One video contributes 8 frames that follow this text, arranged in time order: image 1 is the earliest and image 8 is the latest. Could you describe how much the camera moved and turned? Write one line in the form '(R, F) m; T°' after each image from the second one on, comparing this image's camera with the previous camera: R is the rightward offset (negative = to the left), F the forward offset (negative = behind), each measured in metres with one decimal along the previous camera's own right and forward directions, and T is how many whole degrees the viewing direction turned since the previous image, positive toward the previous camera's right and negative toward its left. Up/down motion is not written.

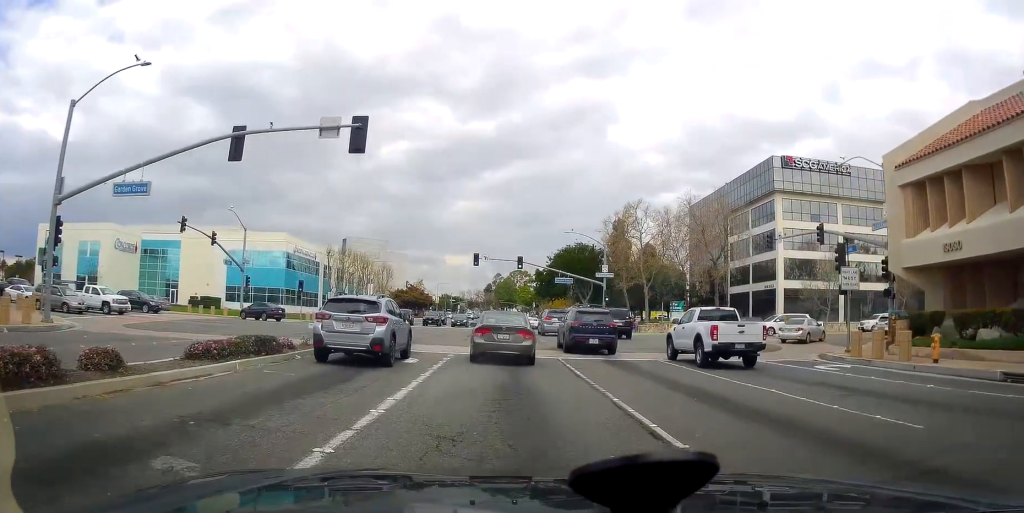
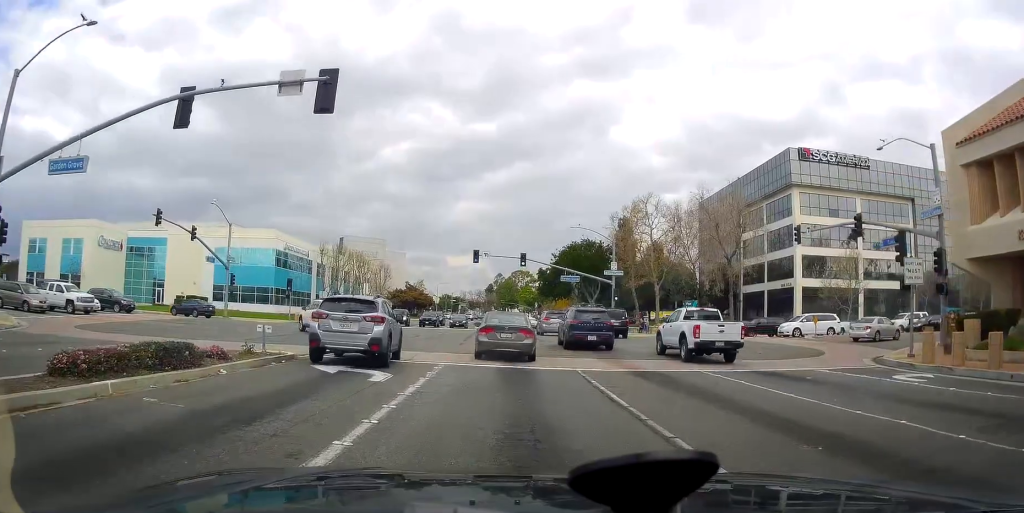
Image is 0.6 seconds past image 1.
(0.0, +3.7) m; 0°
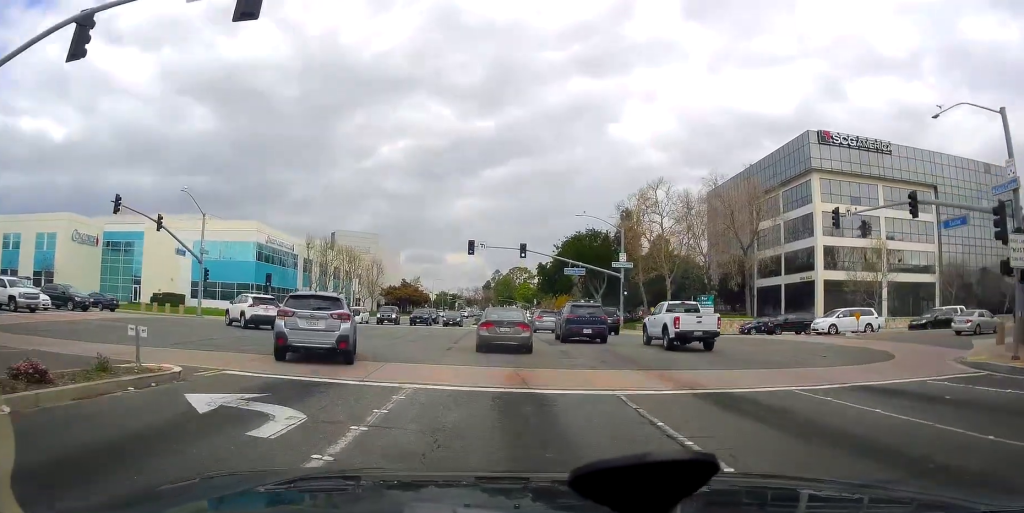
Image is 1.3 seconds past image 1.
(0.0, +4.9) m; +2°
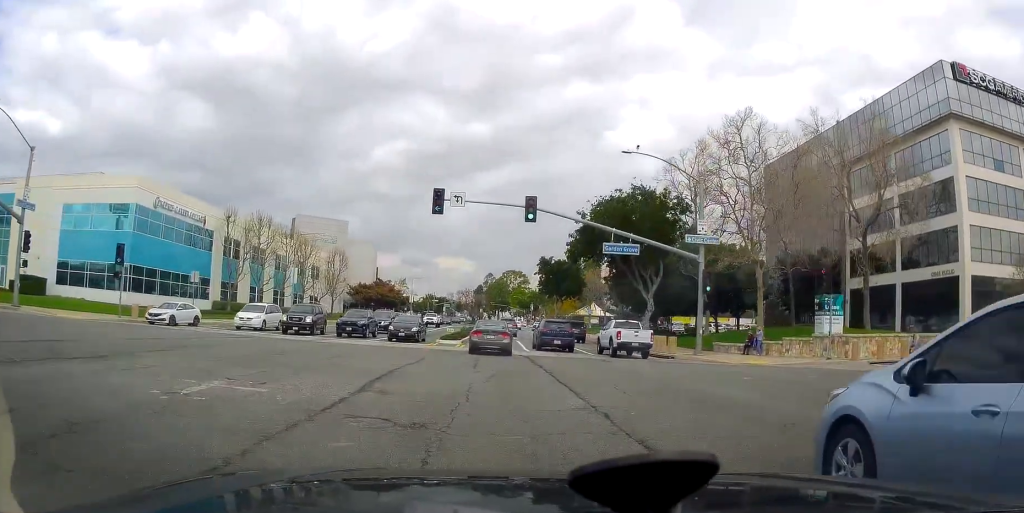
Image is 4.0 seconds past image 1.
(+0.8, +25.2) m; -2°
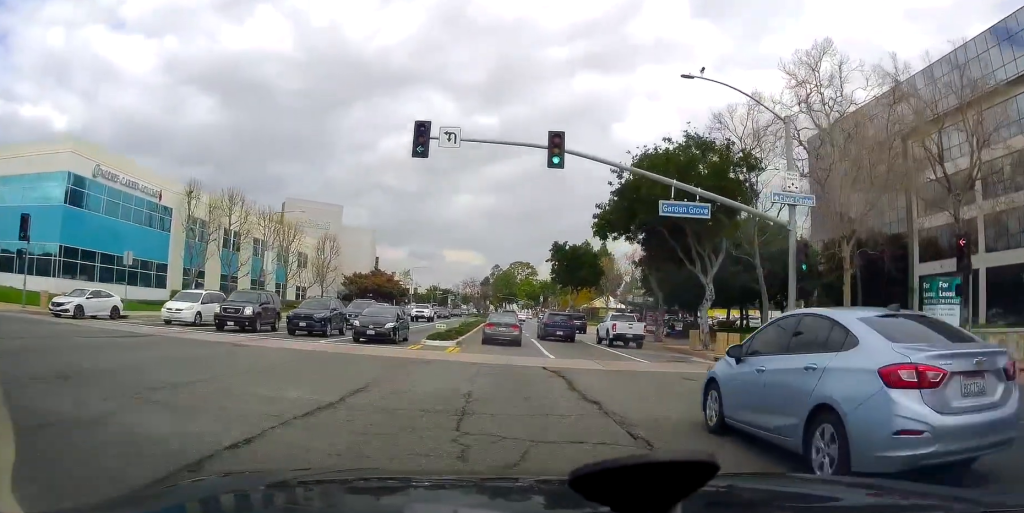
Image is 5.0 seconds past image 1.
(0.0, +10.5) m; 0°
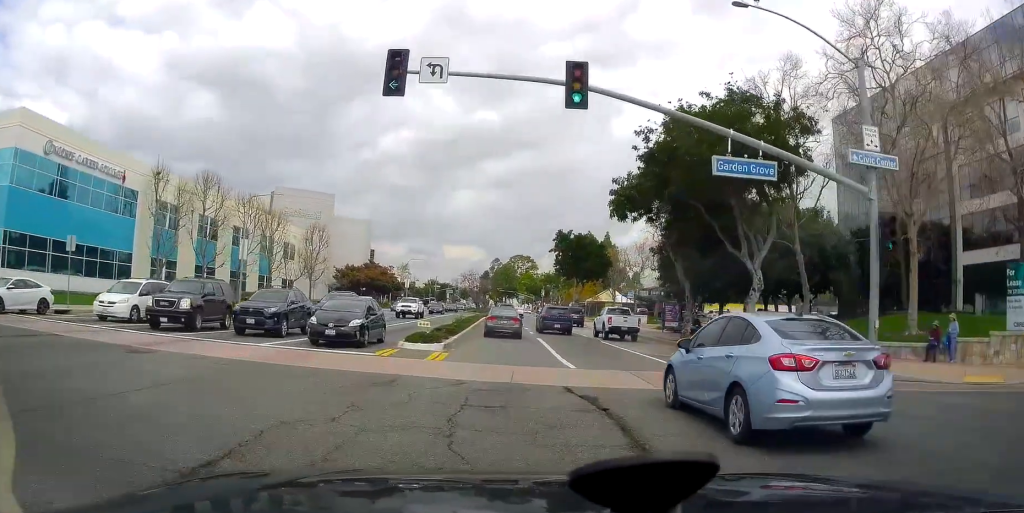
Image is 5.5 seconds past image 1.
(0.0, +6.0) m; 0°
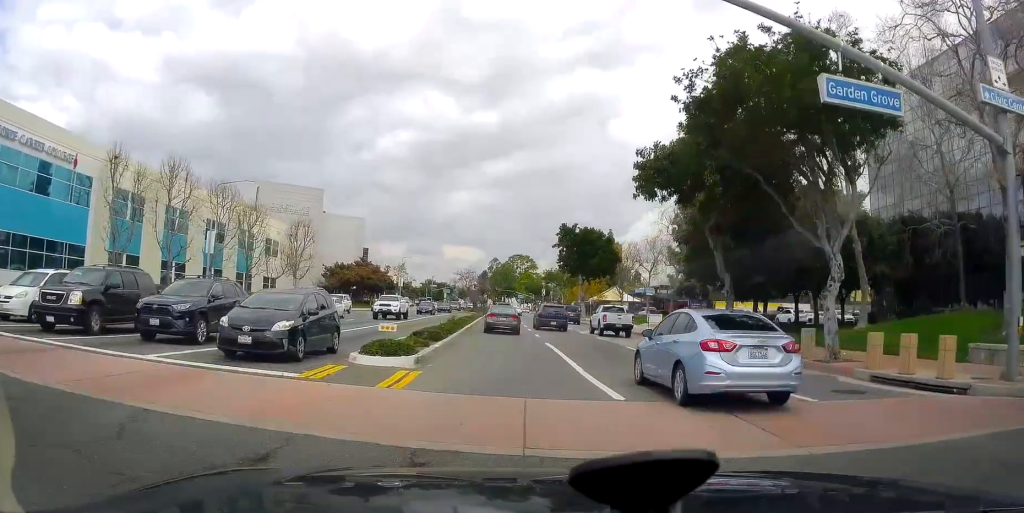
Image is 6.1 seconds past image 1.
(0.0, +6.5) m; 0°
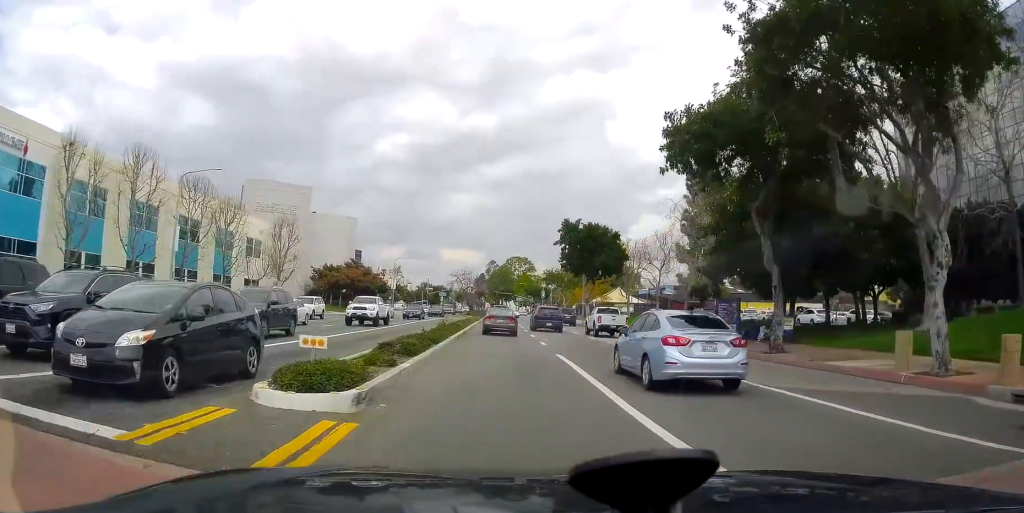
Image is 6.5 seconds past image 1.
(0.0, +5.5) m; 0°
